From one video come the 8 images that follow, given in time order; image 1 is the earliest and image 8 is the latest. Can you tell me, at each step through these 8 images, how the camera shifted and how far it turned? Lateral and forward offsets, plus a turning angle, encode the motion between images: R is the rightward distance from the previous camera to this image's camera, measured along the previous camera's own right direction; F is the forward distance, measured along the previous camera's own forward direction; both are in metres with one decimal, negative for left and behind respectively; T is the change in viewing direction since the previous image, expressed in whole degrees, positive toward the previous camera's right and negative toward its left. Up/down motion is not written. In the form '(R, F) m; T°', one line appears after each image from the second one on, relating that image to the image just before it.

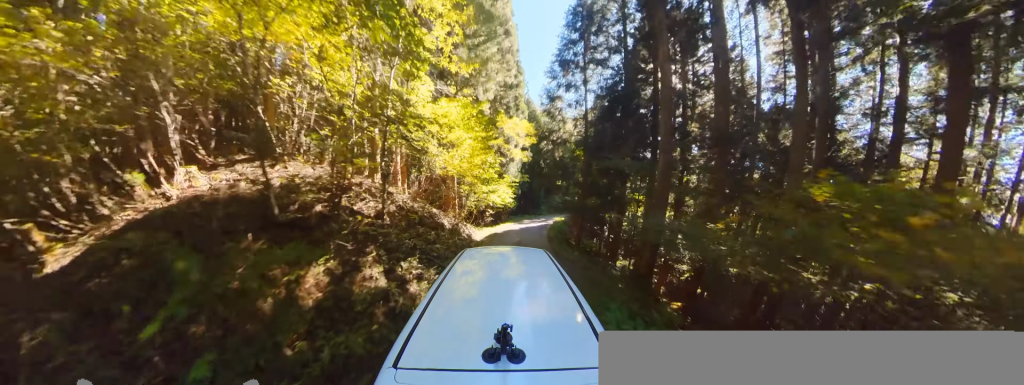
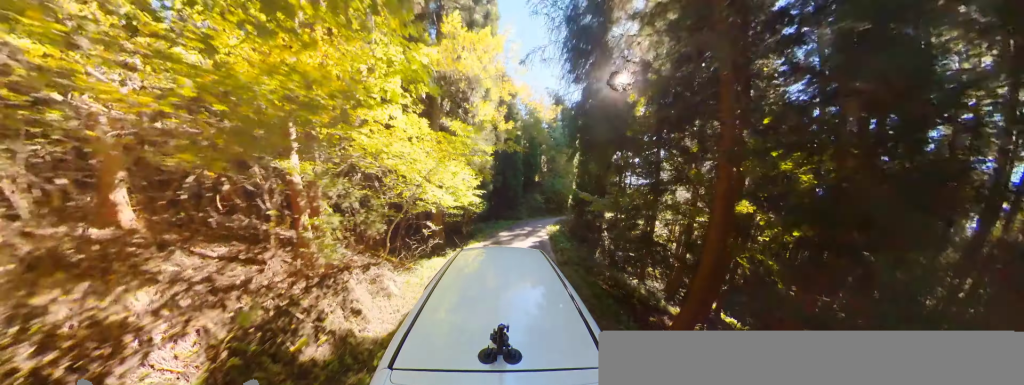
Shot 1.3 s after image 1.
(+0.7, +9.9) m; +9°
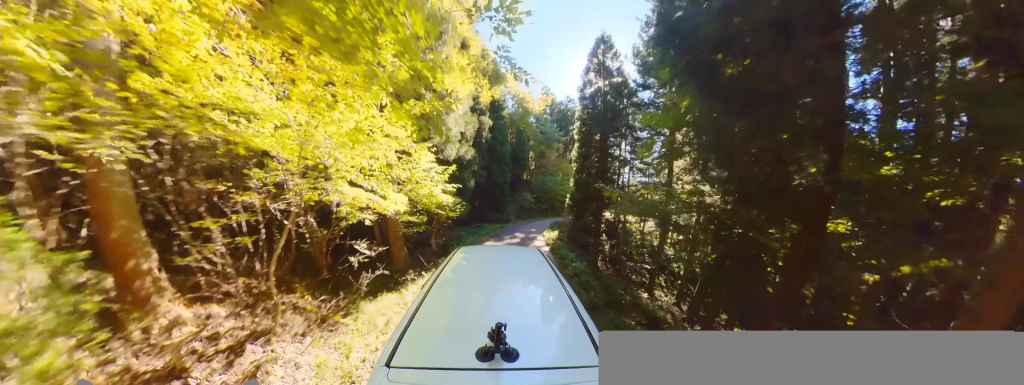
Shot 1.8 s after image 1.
(0.0, +3.6) m; +7°
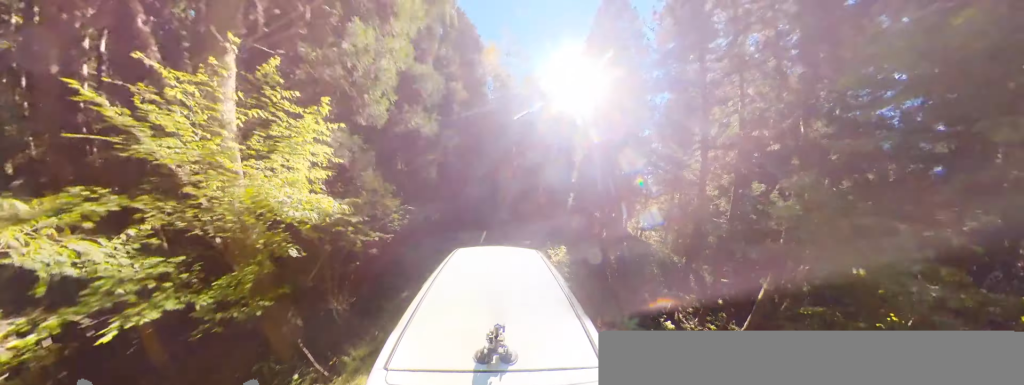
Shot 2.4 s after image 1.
(+0.4, +5.2) m; +12°
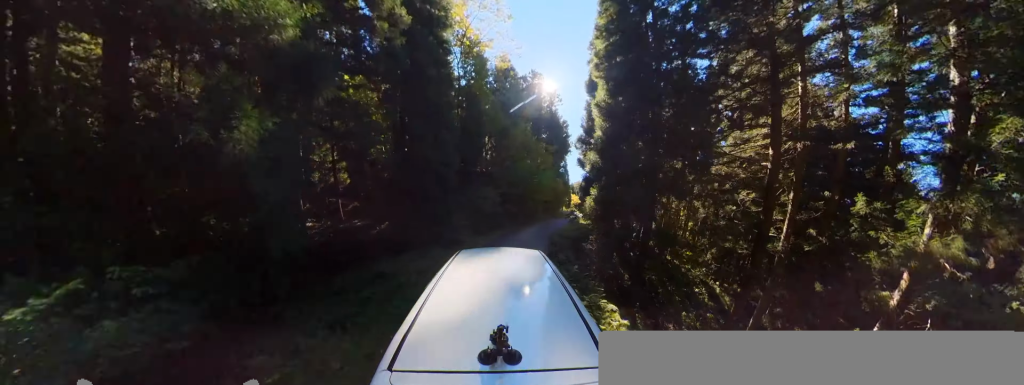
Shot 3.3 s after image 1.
(+1.0, +6.7) m; +13°
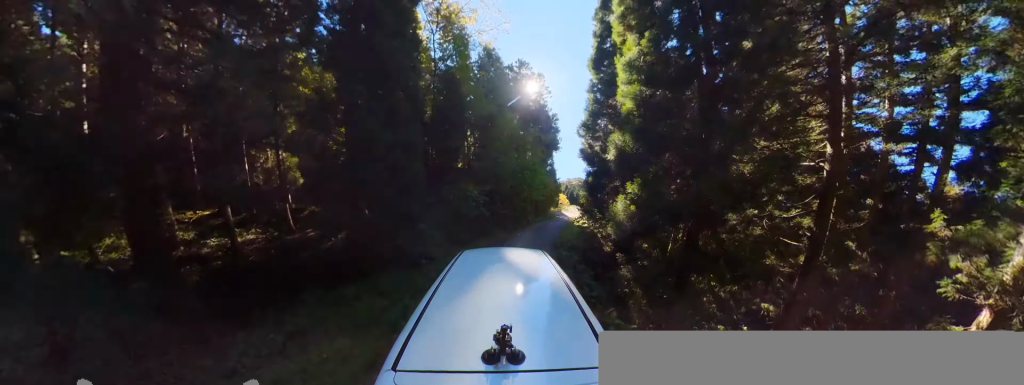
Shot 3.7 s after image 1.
(+0.6, +3.7) m; -2°
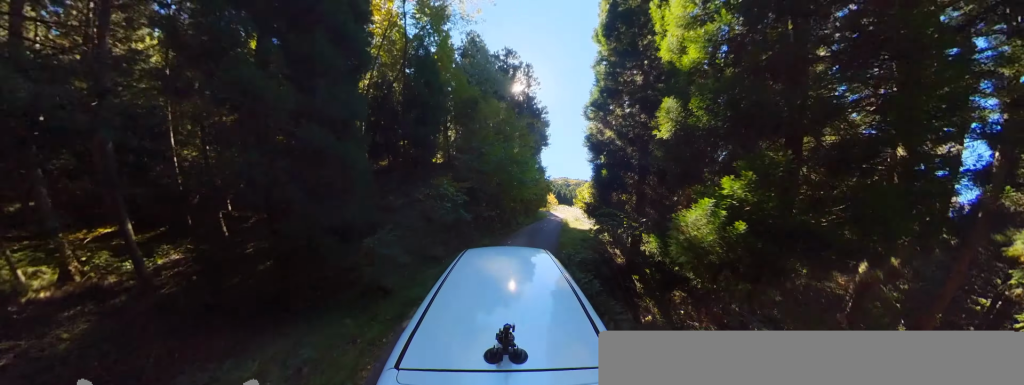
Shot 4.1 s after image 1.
(+0.6, +3.2) m; -2°
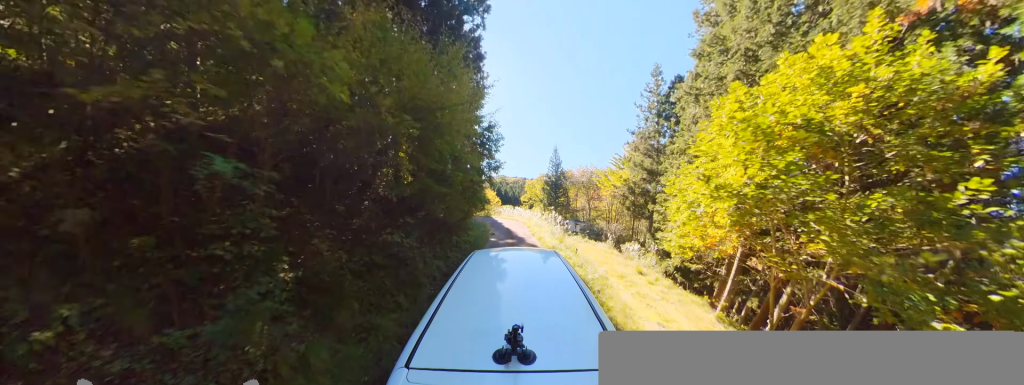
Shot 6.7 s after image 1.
(-3.4, +16.7) m; -22°
